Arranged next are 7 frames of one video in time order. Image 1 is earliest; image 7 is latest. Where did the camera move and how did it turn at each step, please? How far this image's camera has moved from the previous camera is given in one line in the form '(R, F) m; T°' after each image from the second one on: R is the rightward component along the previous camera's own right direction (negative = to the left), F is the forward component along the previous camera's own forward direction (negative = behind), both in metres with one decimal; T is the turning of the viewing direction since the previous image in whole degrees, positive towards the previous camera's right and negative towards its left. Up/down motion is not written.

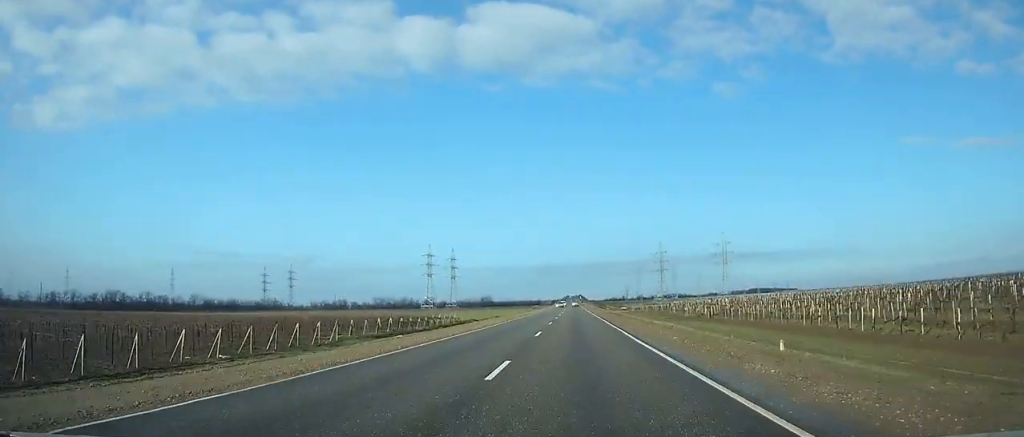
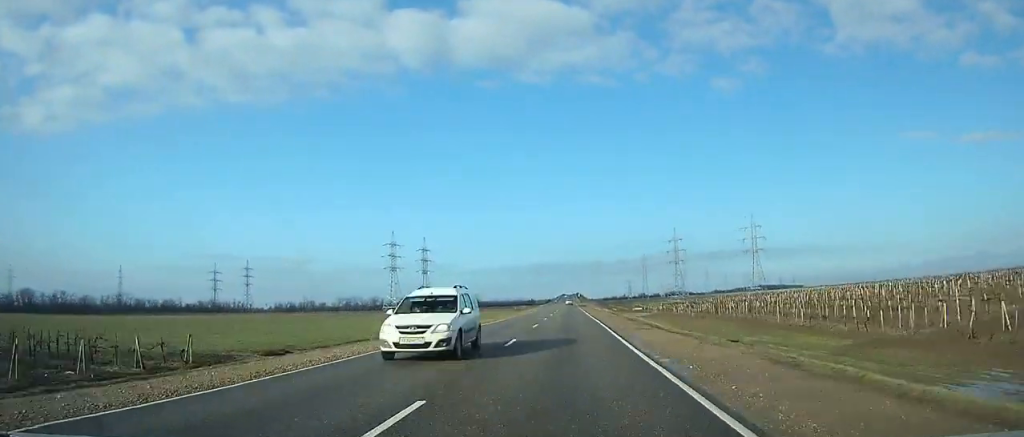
(+0.1, +77.2) m; 0°
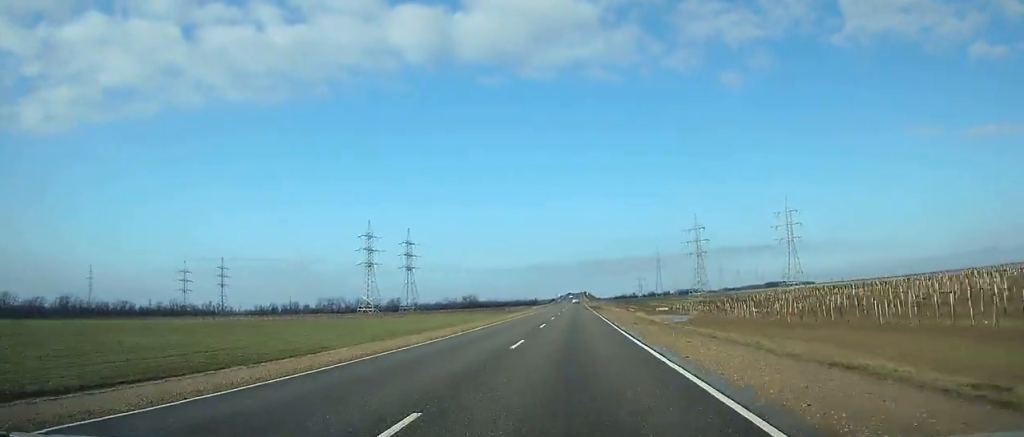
(0.0, +48.5) m; 0°
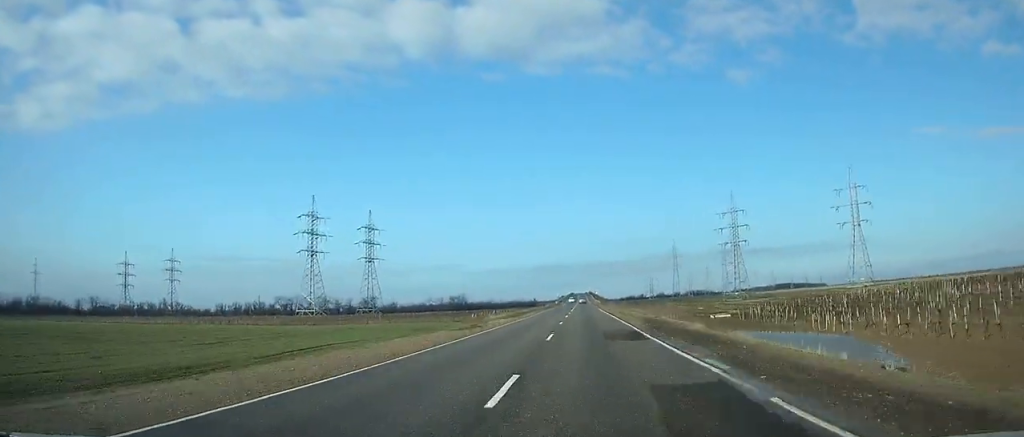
(-0.3, +68.2) m; 0°
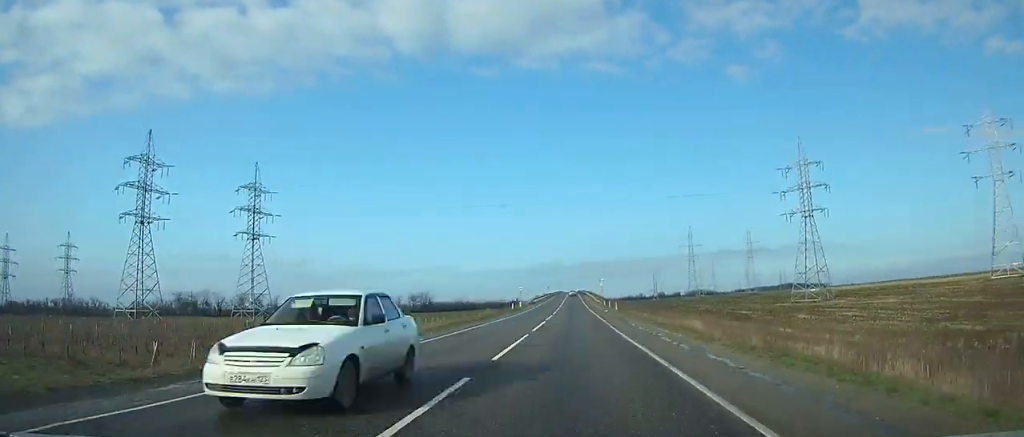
(+0.4, +90.1) m; 0°
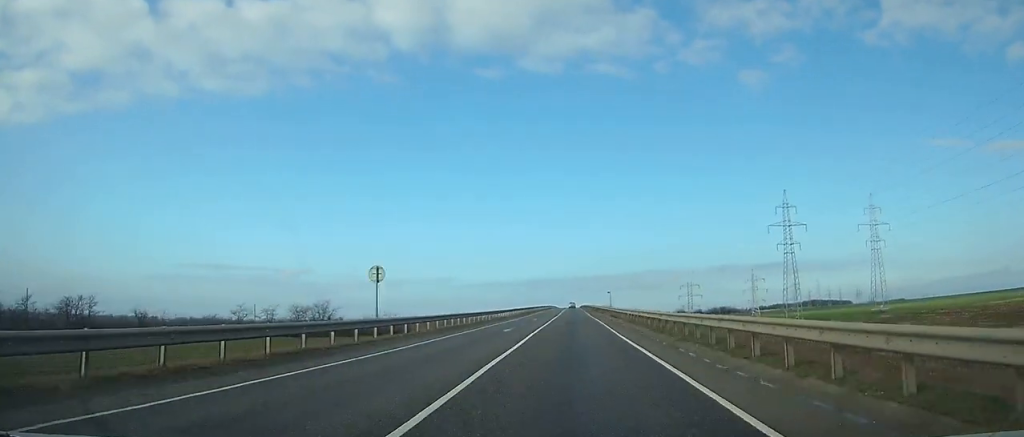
(0.0, +160.7) m; 0°
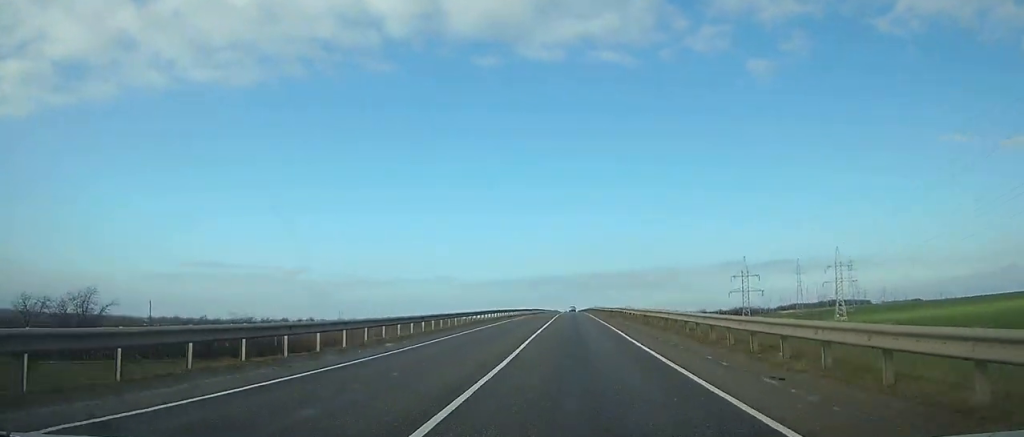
(-0.3, +122.4) m; 0°
